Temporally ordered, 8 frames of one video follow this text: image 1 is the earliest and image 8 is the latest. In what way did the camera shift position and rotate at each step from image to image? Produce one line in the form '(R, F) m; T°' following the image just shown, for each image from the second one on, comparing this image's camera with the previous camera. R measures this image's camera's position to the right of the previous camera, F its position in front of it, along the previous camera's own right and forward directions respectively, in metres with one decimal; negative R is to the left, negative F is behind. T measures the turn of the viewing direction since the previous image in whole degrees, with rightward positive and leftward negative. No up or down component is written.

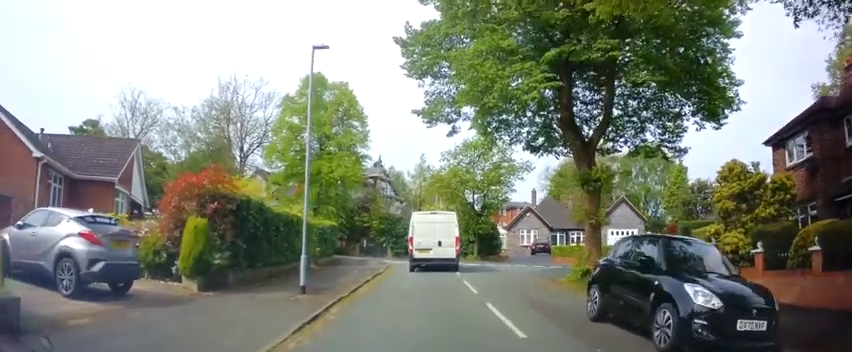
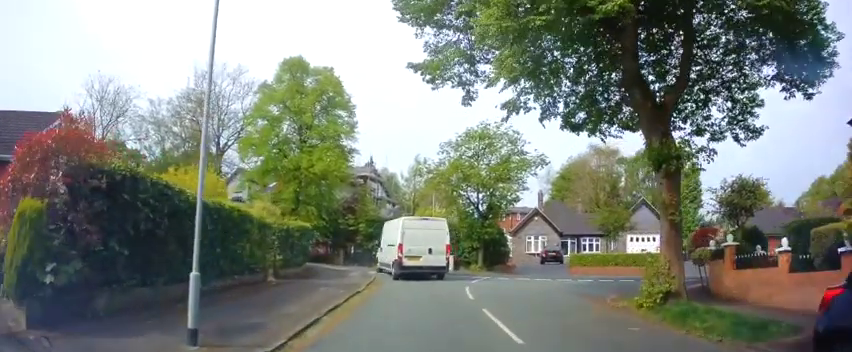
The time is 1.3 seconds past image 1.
(-0.2, +5.4) m; +1°
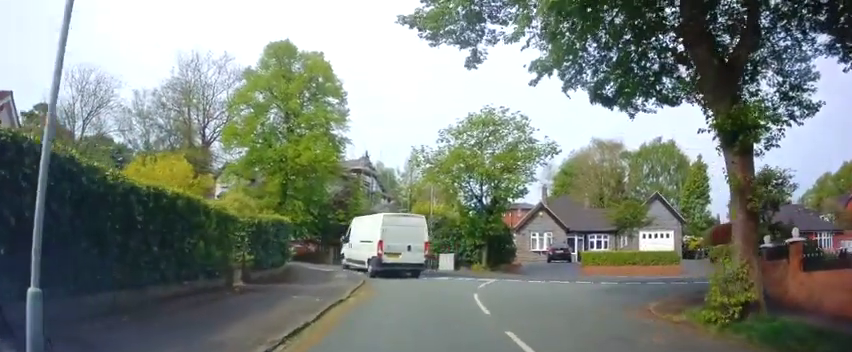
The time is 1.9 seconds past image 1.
(+0.1, +2.8) m; +2°
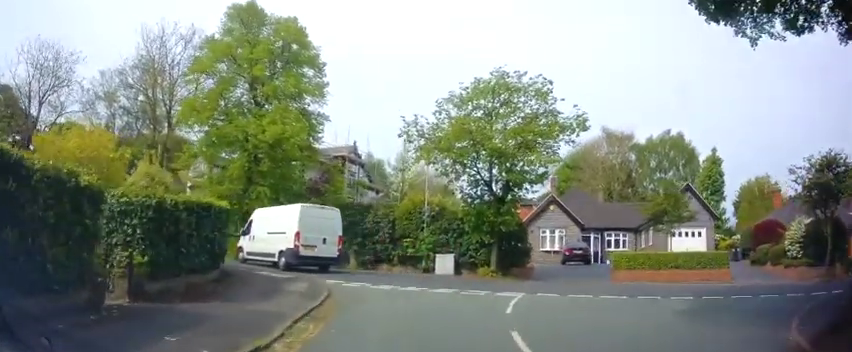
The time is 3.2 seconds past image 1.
(+0.1, +5.4) m; +1°
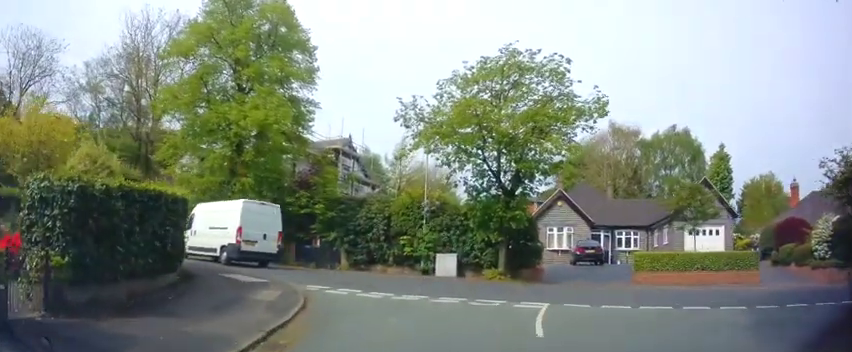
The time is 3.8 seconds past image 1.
(0.0, +2.4) m; 0°
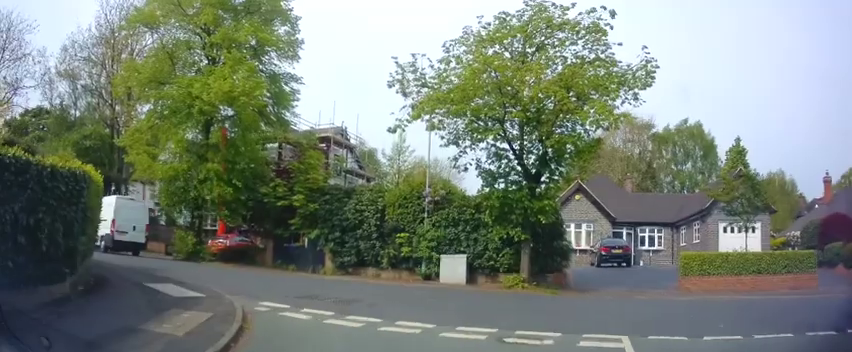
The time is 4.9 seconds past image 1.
(+0.1, +4.2) m; -1°
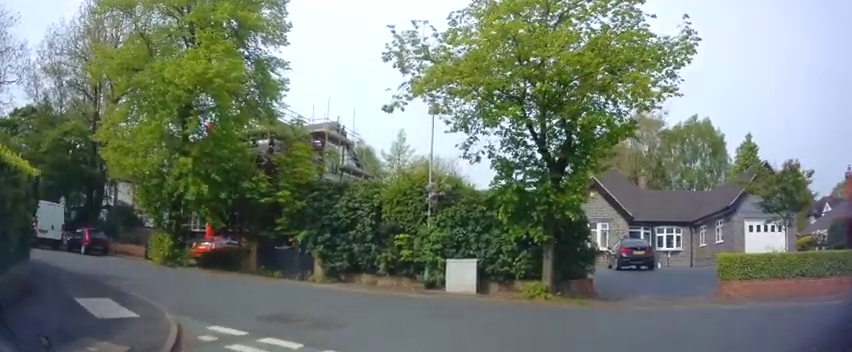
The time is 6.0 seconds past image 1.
(-0.1, +2.7) m; -6°
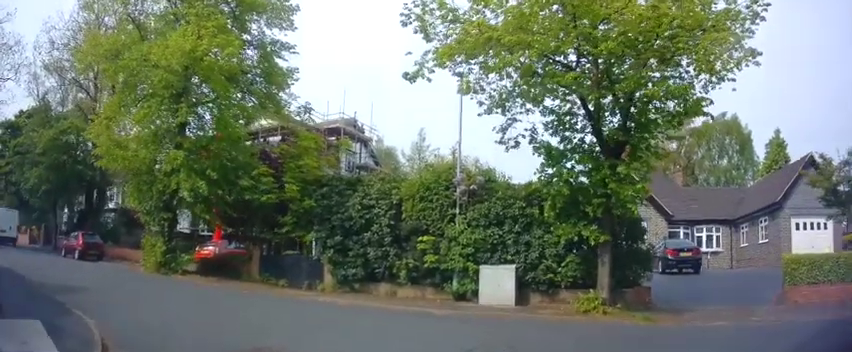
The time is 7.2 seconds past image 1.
(-0.2, +2.5) m; -1°
